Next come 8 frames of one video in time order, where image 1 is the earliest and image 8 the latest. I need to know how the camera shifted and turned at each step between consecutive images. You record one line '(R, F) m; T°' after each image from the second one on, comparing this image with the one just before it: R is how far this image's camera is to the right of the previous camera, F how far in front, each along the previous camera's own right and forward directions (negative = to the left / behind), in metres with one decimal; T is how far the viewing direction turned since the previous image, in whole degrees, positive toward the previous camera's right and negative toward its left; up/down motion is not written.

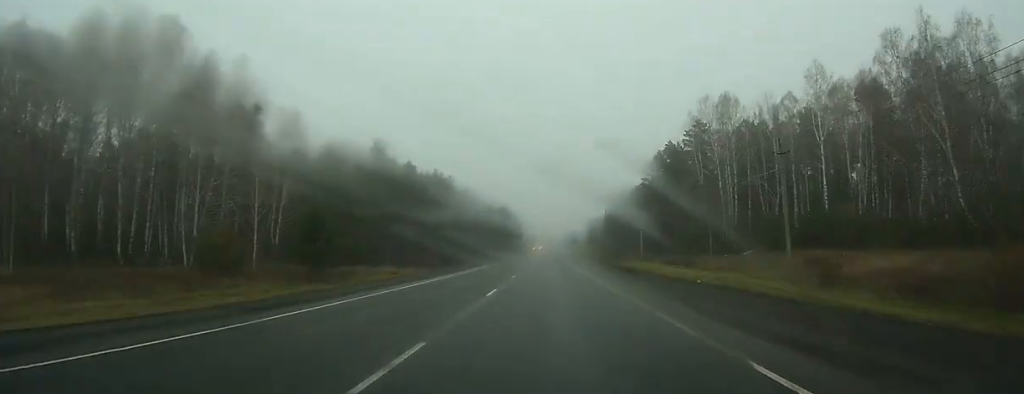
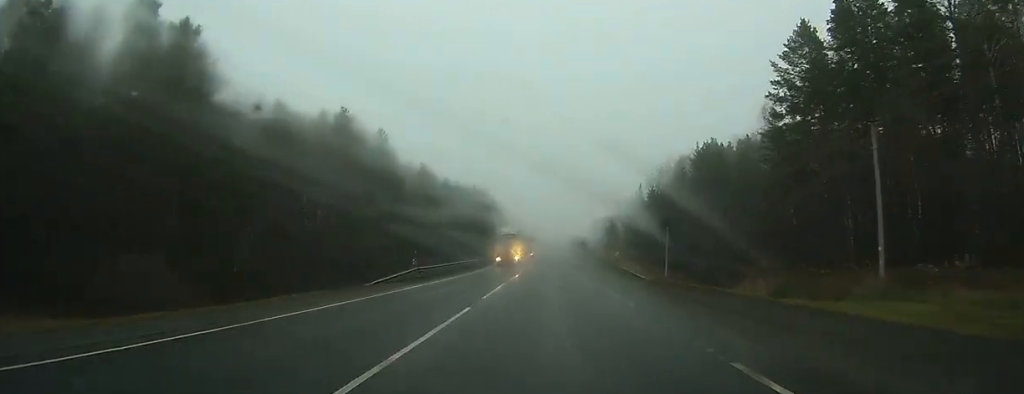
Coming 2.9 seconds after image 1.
(0.0, +86.8) m; 0°
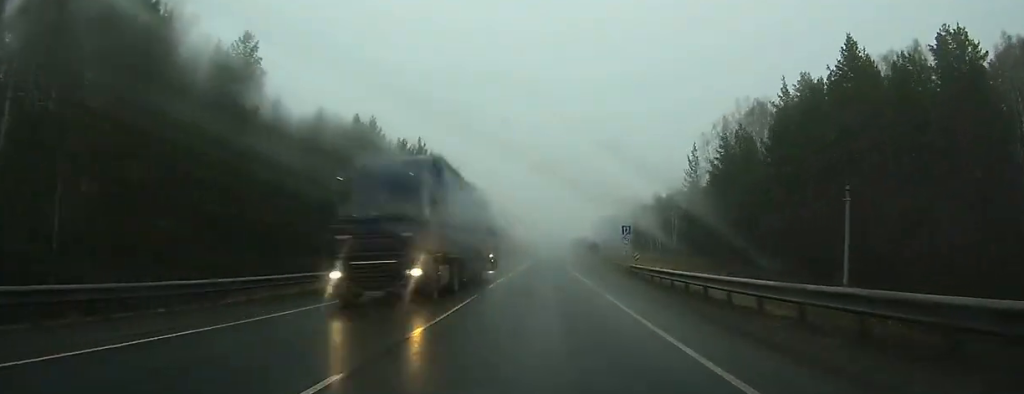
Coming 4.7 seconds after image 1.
(0.0, +56.1) m; 0°
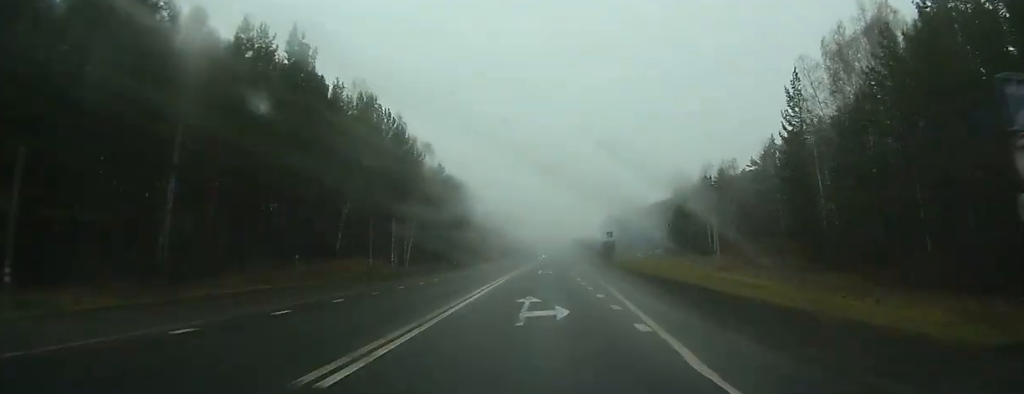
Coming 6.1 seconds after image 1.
(0.0, +39.9) m; 0°
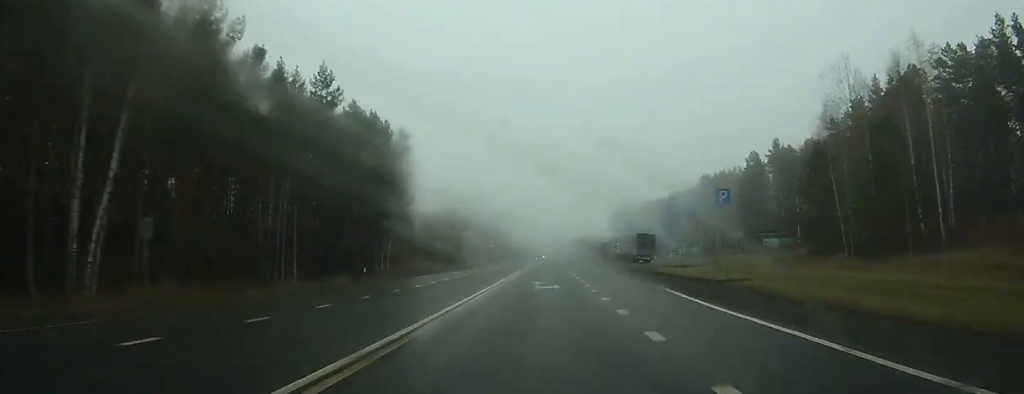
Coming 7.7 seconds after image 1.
(0.0, +49.5) m; 0°
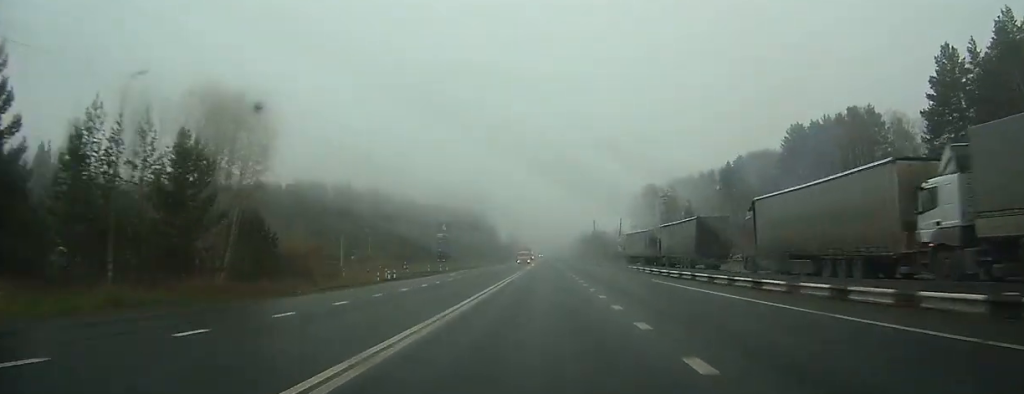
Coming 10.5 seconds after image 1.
(+0.1, +82.7) m; 0°
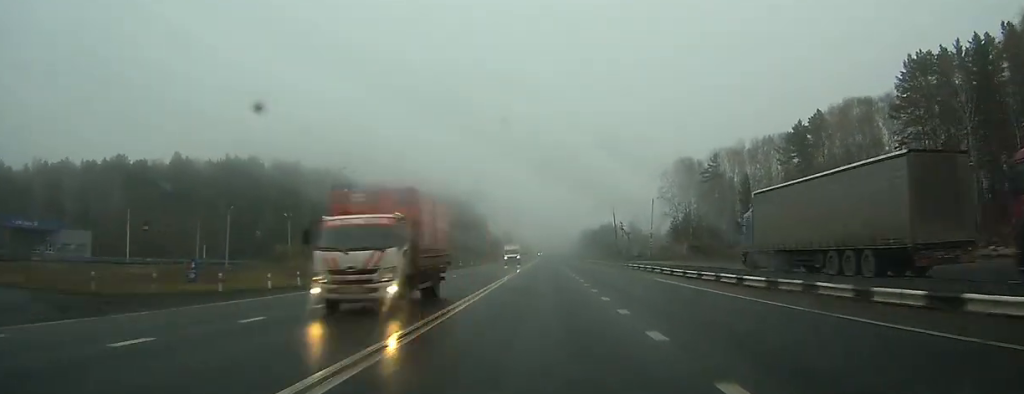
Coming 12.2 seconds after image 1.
(-0.1, +49.2) m; 0°
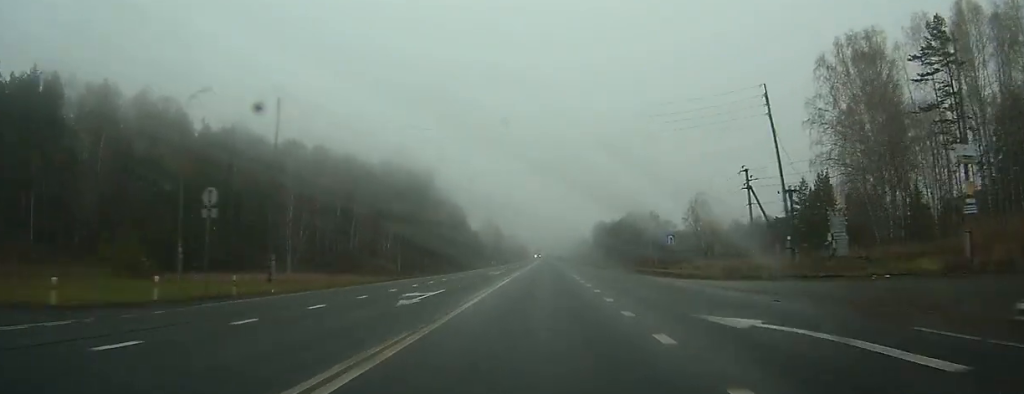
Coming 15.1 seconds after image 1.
(0.0, +87.2) m; 0°
